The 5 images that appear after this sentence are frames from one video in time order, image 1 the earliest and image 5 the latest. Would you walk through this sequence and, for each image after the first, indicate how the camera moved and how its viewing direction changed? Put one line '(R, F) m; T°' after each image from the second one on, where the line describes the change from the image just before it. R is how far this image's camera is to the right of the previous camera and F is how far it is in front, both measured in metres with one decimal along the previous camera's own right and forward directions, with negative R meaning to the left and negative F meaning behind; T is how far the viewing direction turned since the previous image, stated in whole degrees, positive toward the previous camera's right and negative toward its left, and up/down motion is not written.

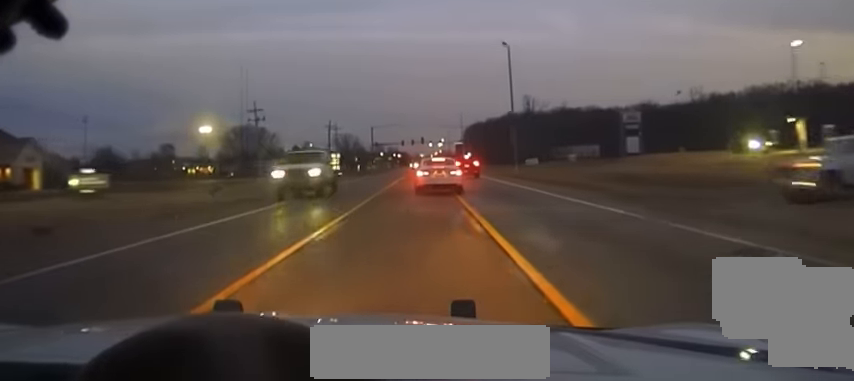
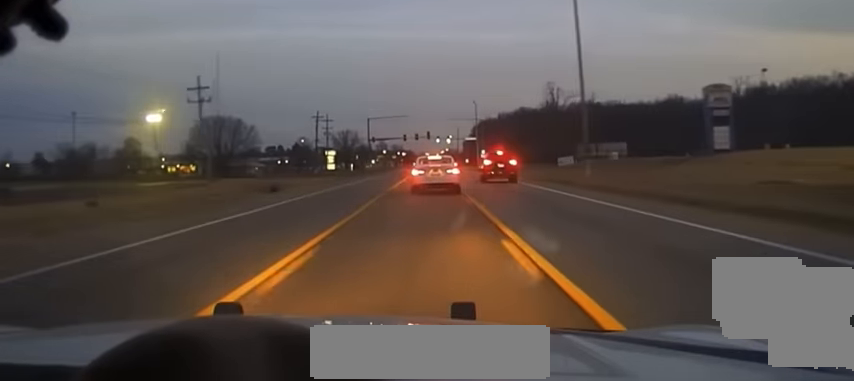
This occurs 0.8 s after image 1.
(-0.2, +30.4) m; 0°
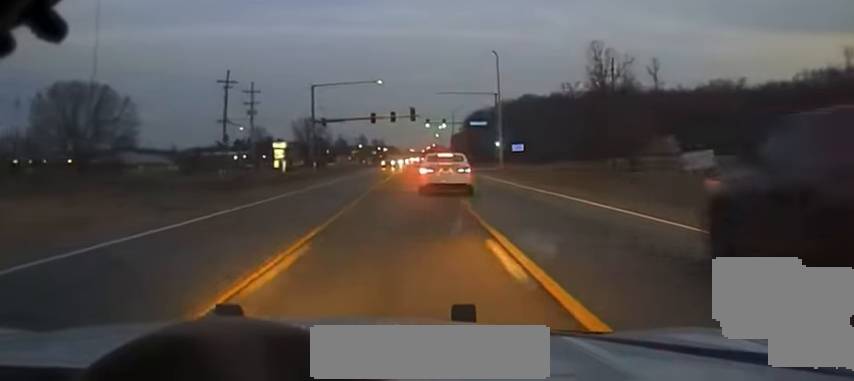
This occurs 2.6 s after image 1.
(-0.1, +61.2) m; +1°
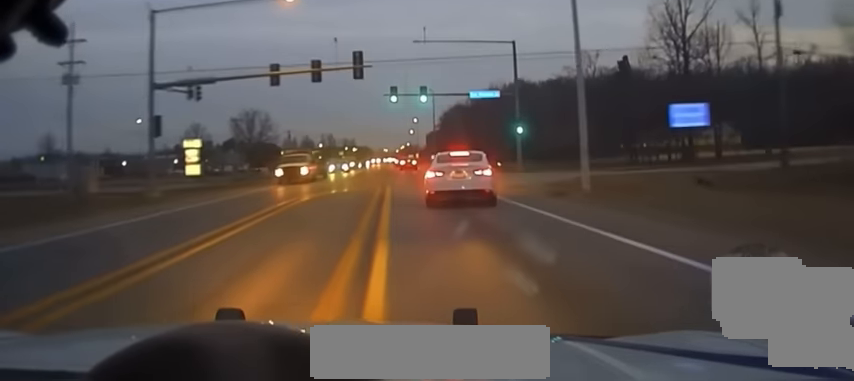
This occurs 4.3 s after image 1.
(+1.1, +47.5) m; +3°
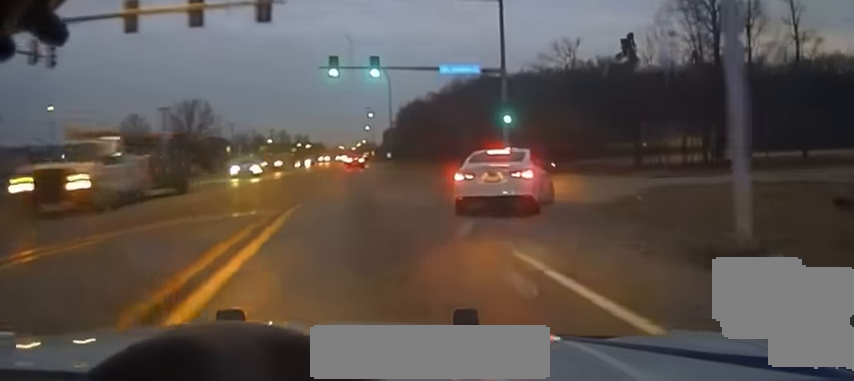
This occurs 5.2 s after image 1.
(+0.2, +17.8) m; +4°
